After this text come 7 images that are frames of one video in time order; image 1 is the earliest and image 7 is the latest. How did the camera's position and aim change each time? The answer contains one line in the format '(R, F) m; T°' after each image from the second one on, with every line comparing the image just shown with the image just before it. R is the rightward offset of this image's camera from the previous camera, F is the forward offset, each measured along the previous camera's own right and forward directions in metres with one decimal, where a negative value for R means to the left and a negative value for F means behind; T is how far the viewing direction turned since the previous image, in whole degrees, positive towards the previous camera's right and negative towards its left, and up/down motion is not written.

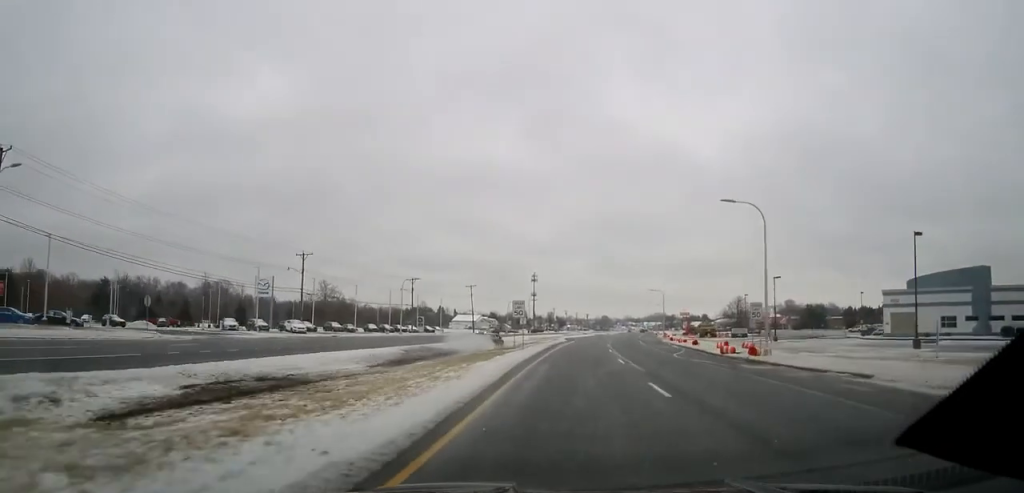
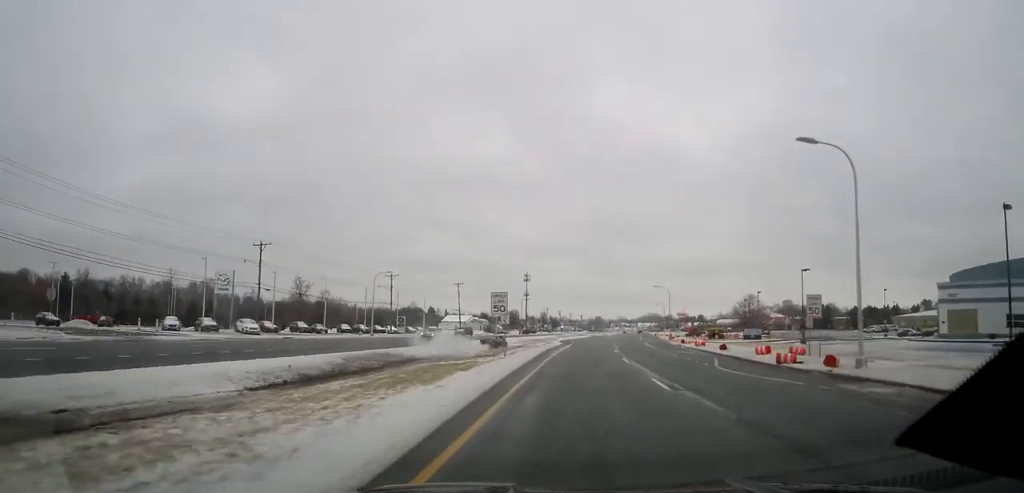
(0.0, +11.4) m; +1°
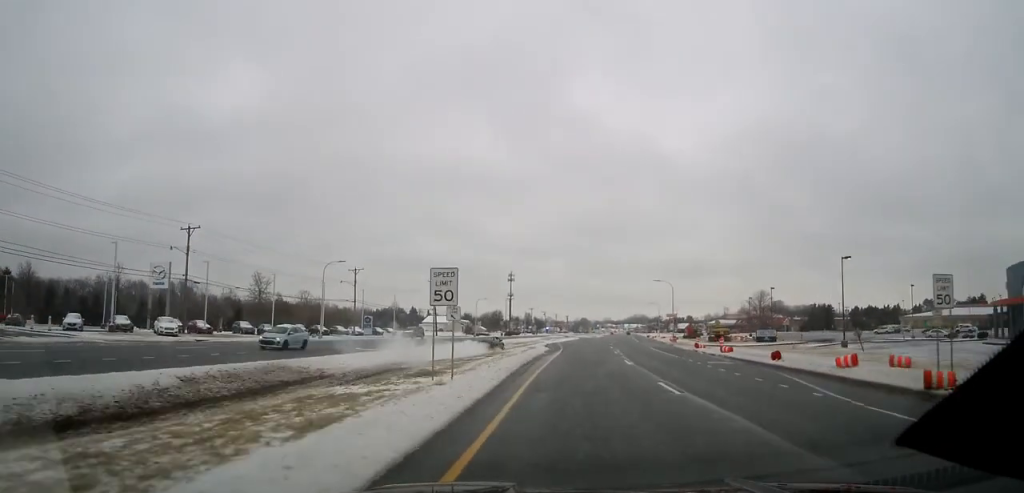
(+0.2, +13.7) m; +2°
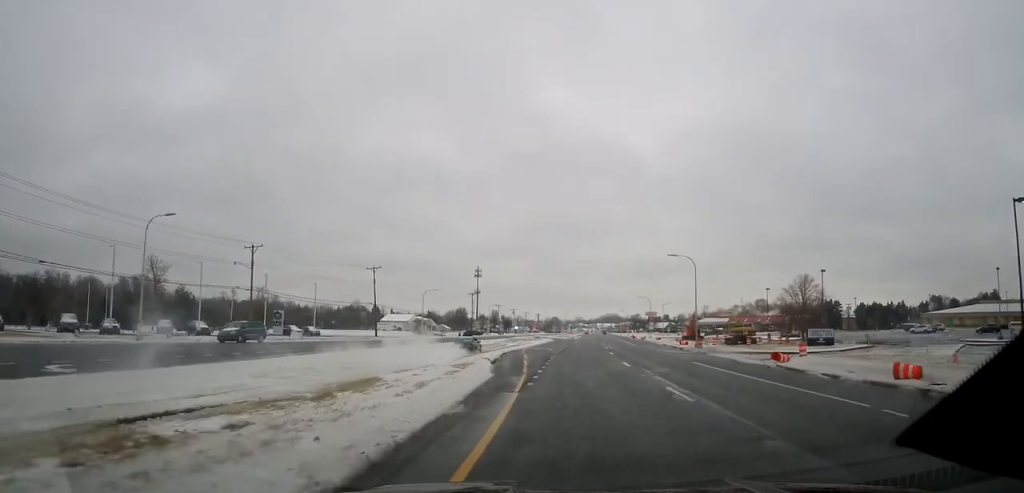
(+0.6, +27.1) m; +3°
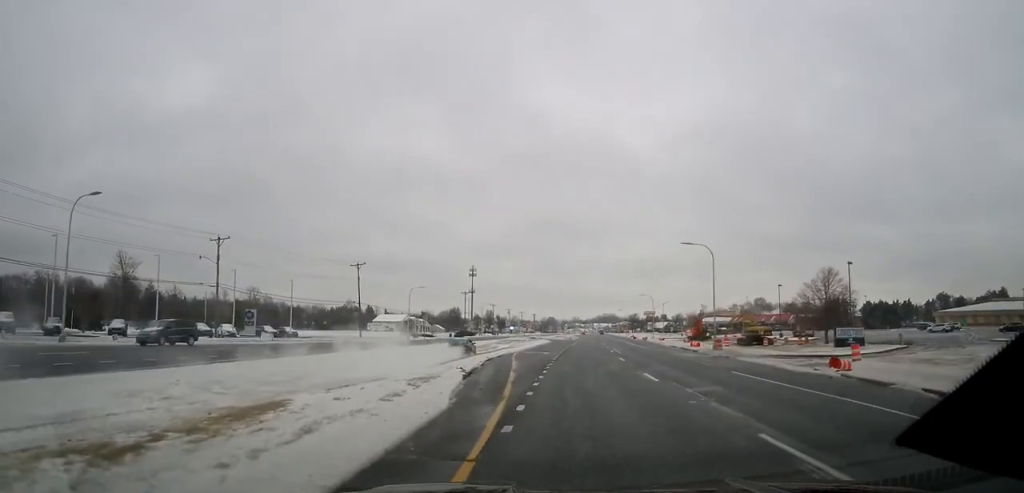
(+0.2, +7.5) m; +1°
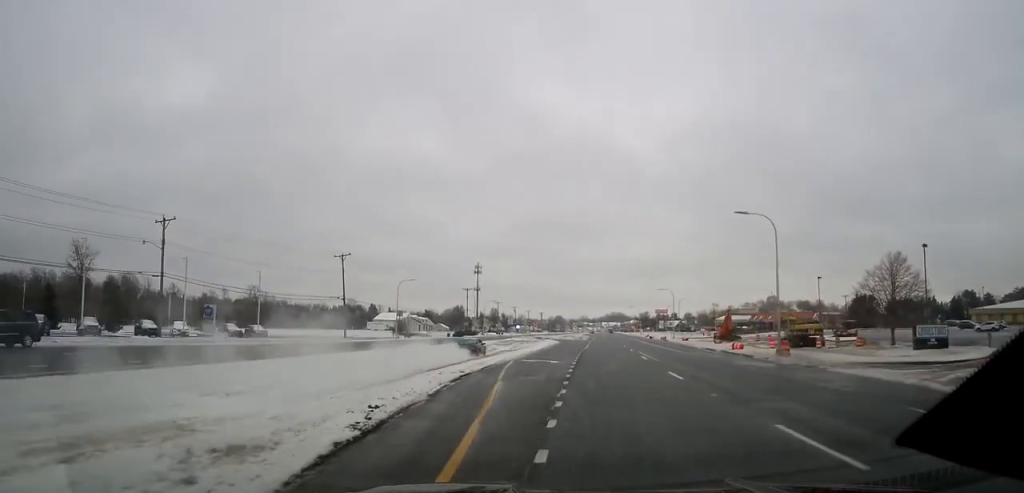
(+0.1, +12.3) m; 0°
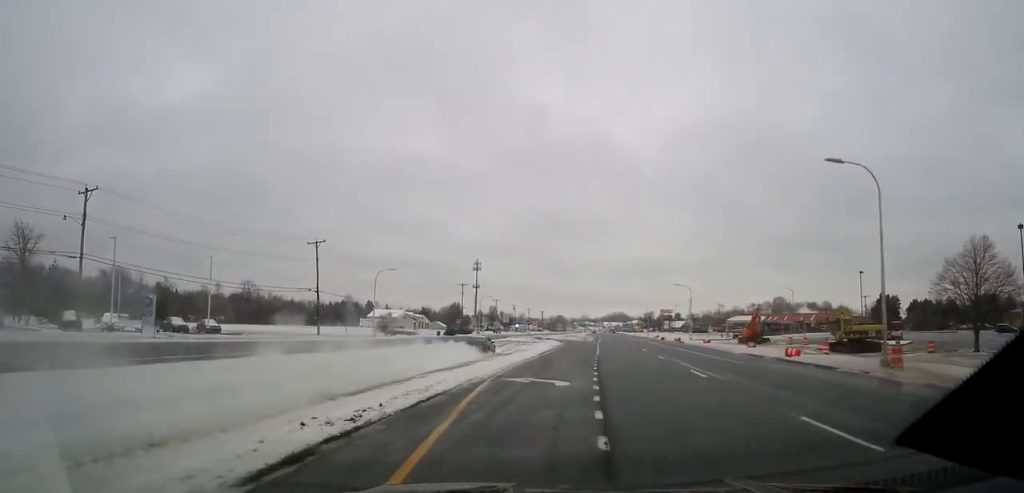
(0.0, +11.8) m; 0°
